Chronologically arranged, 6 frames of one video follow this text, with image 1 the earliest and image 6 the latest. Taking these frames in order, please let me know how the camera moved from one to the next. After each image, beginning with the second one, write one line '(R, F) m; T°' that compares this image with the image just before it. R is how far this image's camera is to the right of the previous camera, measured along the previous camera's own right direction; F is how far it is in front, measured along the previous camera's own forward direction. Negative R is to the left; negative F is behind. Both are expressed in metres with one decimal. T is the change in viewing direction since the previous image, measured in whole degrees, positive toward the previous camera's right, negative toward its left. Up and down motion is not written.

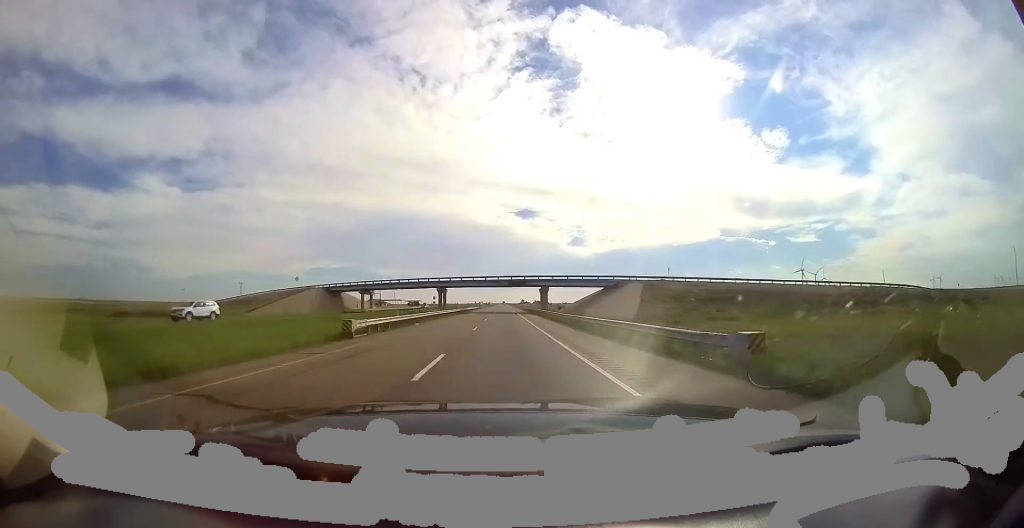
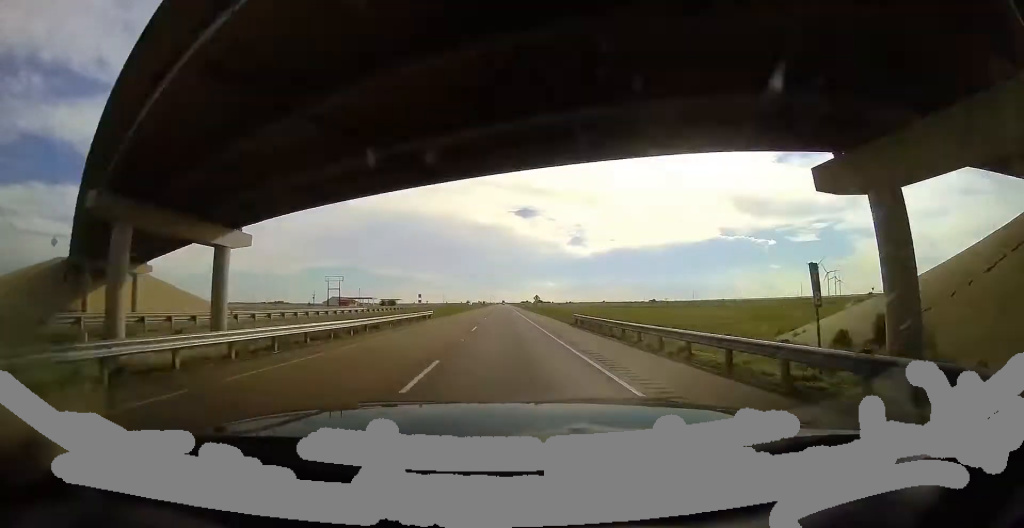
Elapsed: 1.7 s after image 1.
(-0.5, +61.1) m; 0°
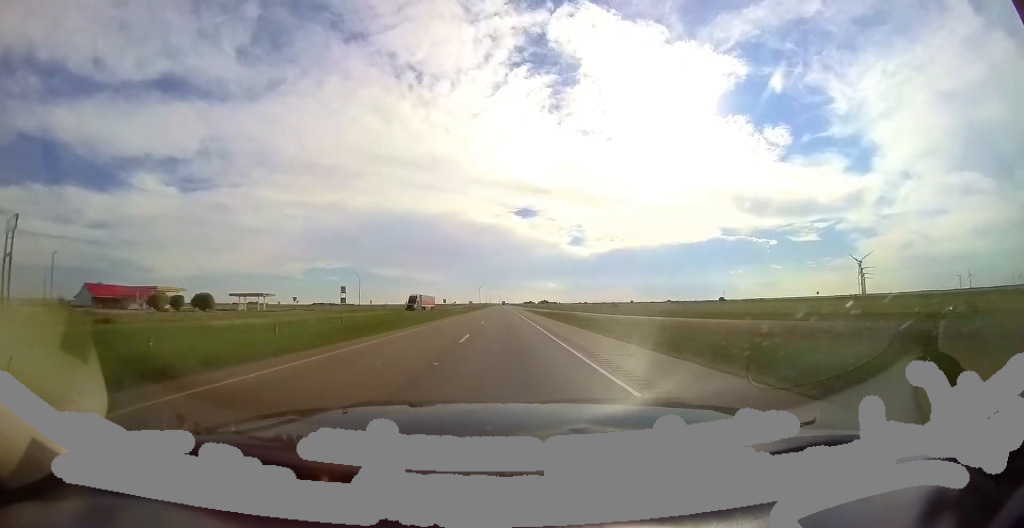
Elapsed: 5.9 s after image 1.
(0.0, +148.1) m; 0°
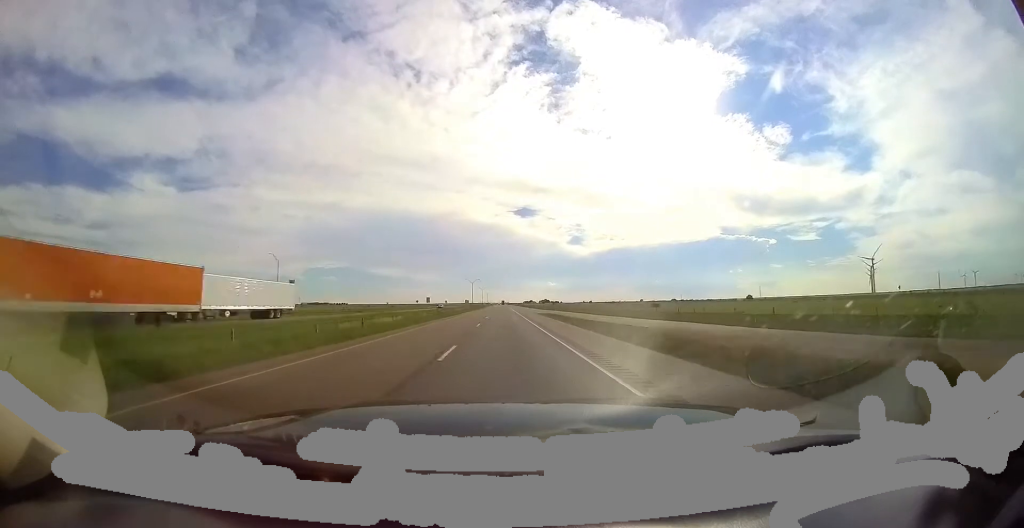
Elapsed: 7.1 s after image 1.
(+0.2, +40.0) m; 0°
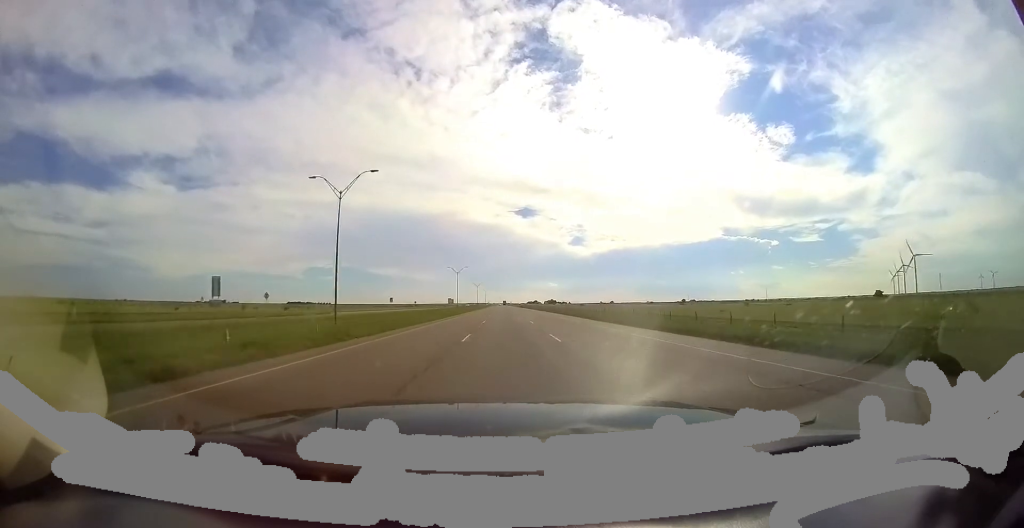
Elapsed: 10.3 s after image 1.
(+0.6, +115.5) m; 0°
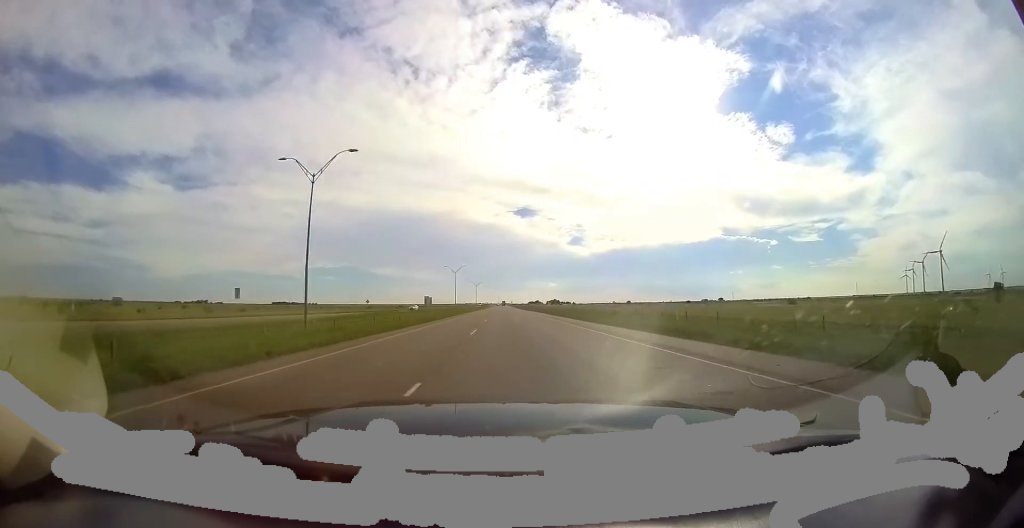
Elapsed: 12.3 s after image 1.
(-0.4, +71.0) m; 0°
